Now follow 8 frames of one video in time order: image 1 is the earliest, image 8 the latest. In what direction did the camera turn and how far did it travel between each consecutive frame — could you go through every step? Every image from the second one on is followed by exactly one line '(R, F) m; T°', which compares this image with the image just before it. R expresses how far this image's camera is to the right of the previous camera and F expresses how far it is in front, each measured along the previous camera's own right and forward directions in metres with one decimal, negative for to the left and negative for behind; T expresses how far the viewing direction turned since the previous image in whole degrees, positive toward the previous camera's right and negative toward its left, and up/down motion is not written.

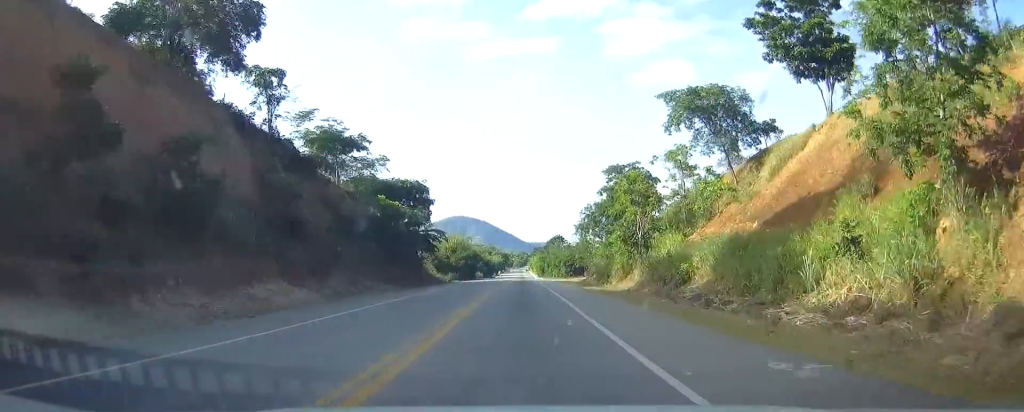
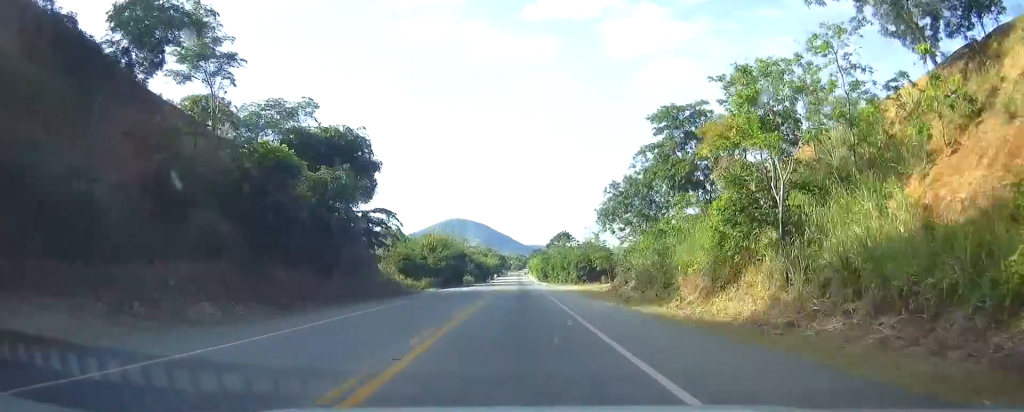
(0.0, +26.1) m; 0°
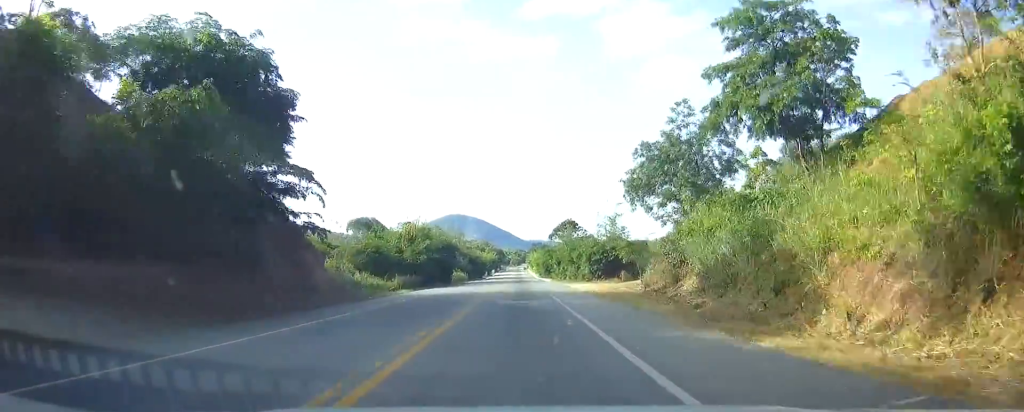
(0.0, +17.0) m; 0°
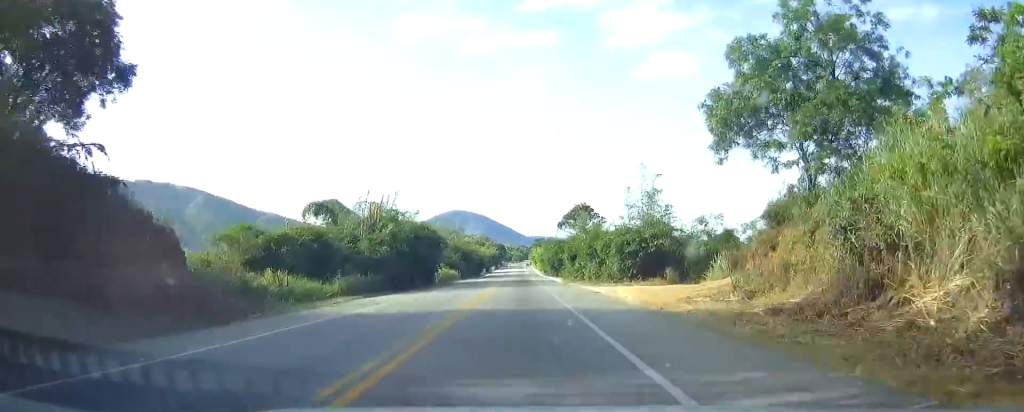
(0.0, +20.3) m; 0°
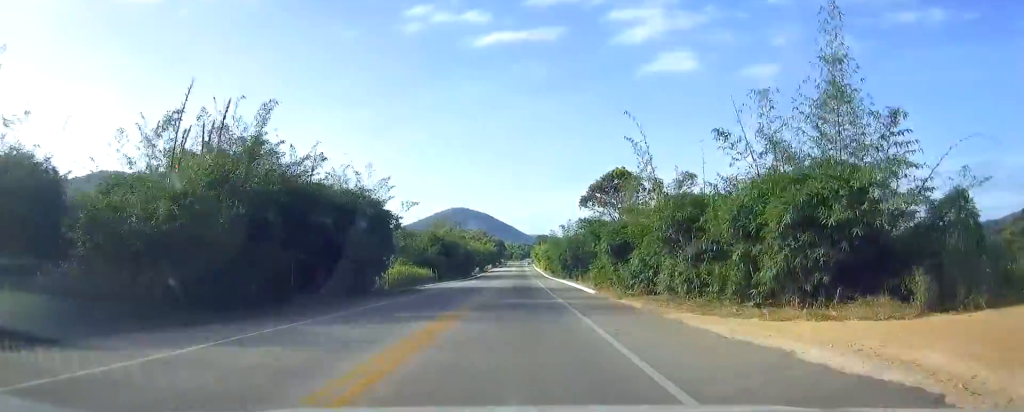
(+0.1, +31.5) m; 0°
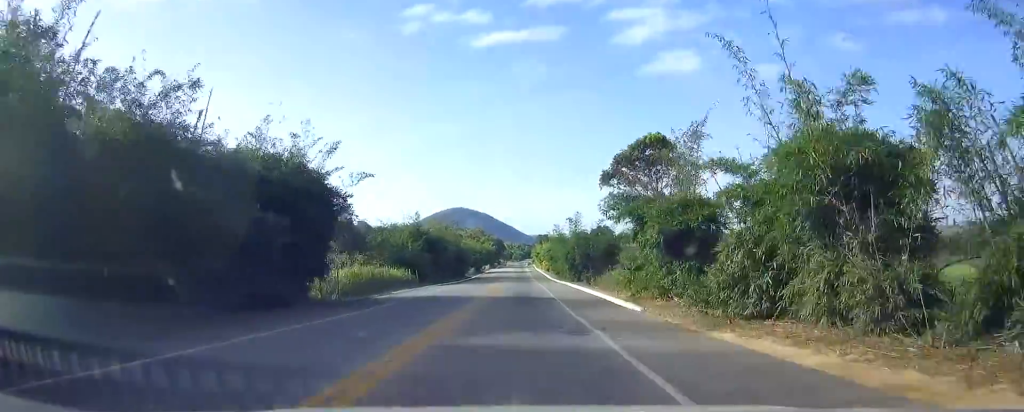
(0.0, +14.7) m; 0°
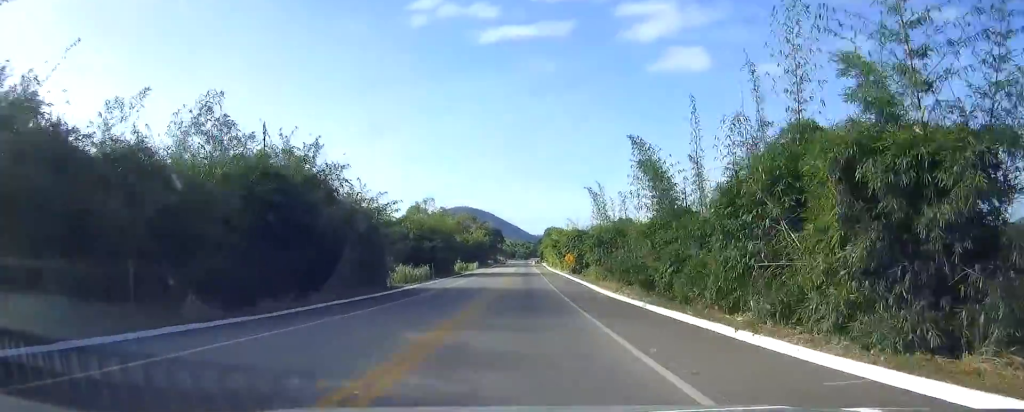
(+0.1, +71.5) m; 0°
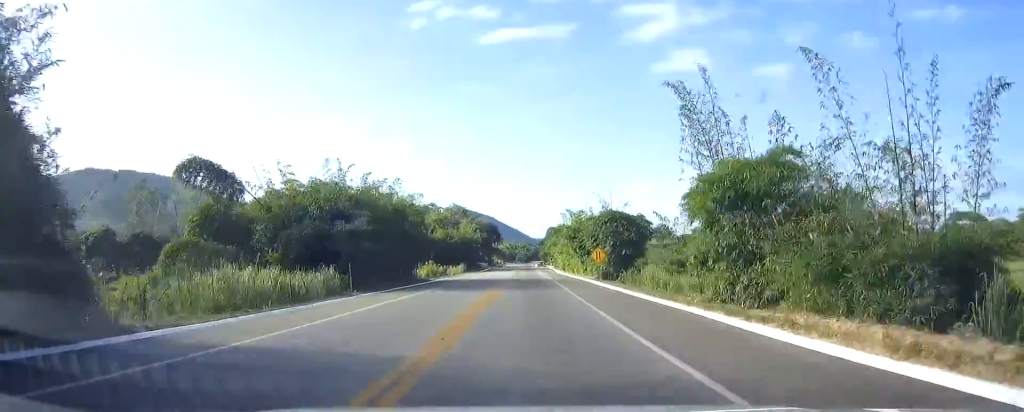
(-0.1, +34.2) m; 0°
